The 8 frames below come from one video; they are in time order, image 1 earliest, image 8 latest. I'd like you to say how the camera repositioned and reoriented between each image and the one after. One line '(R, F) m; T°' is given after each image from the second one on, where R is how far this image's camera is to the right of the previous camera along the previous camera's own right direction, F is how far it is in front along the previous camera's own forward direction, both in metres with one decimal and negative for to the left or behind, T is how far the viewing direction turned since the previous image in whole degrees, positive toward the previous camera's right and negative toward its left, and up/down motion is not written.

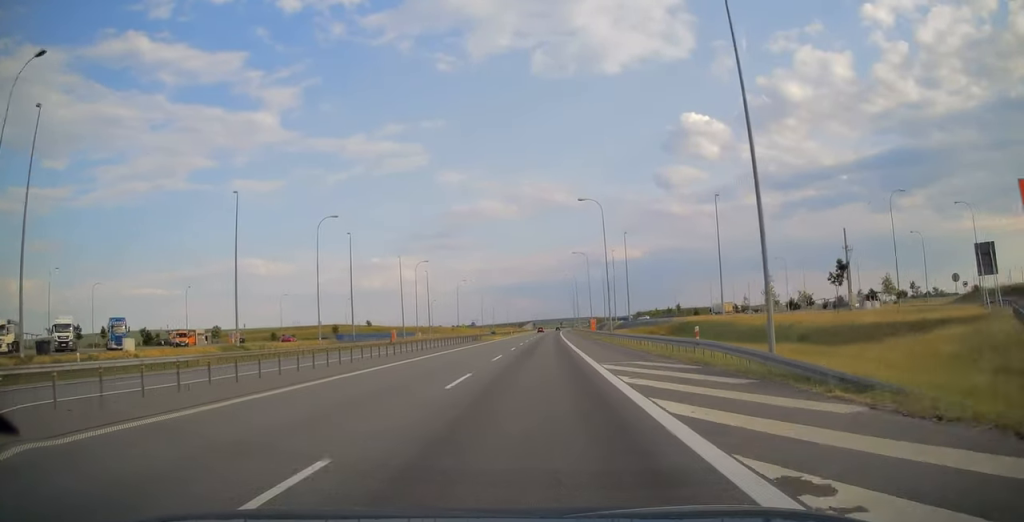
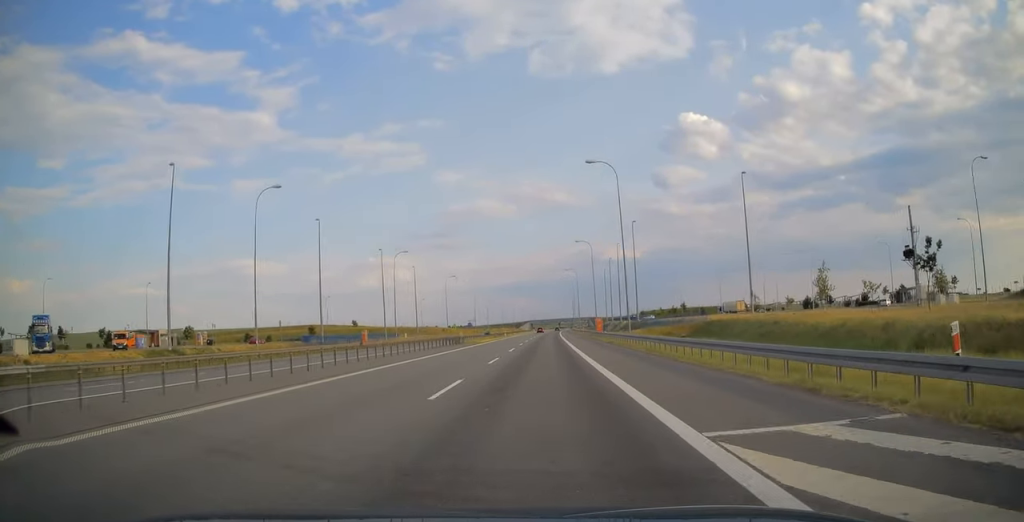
(0.0, +14.2) m; 0°
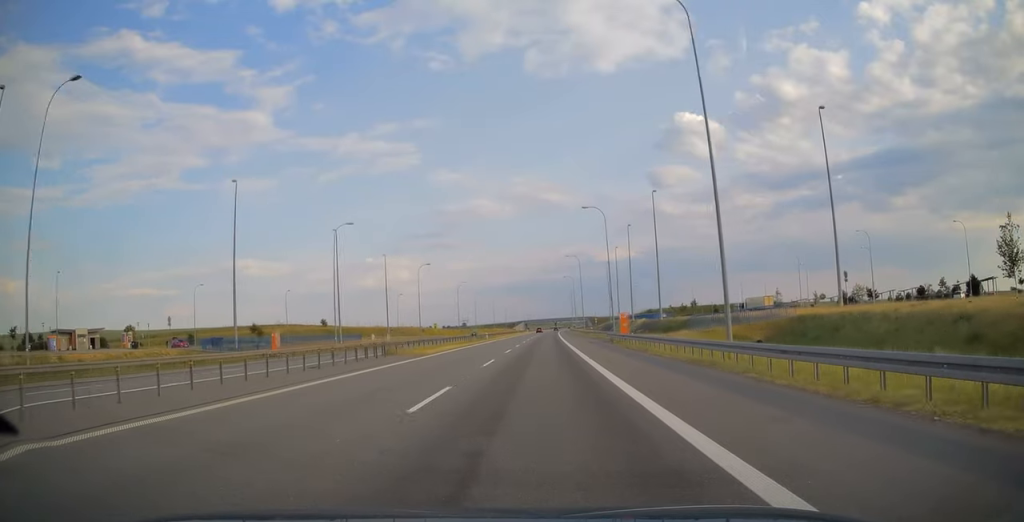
(0.0, +25.6) m; 0°
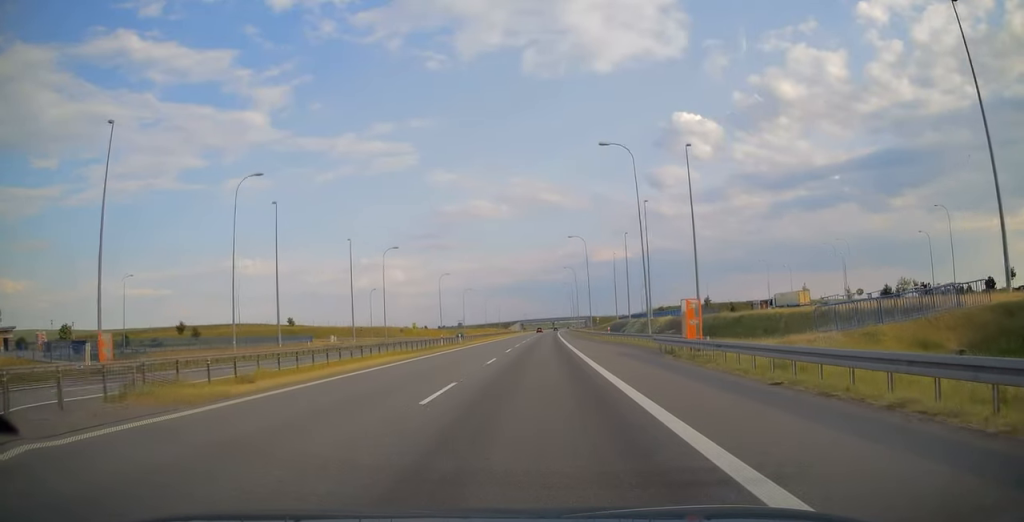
(+0.1, +23.0) m; 0°
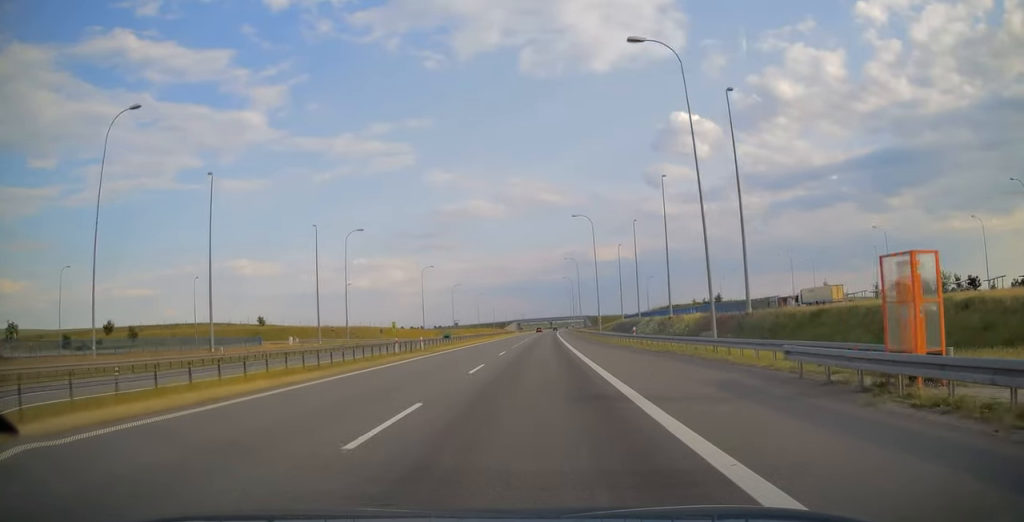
(0.0, +16.4) m; 0°
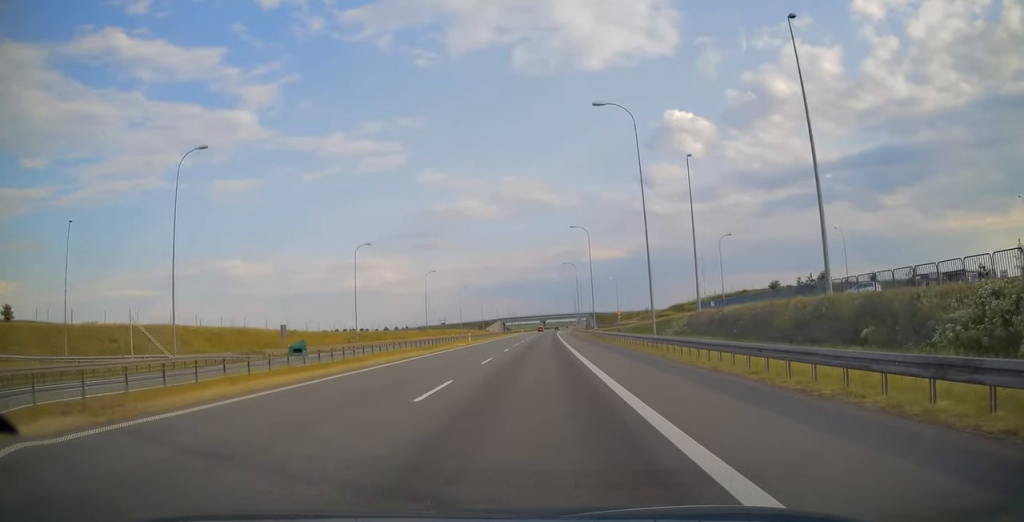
(+0.7, +79.1) m; +1°
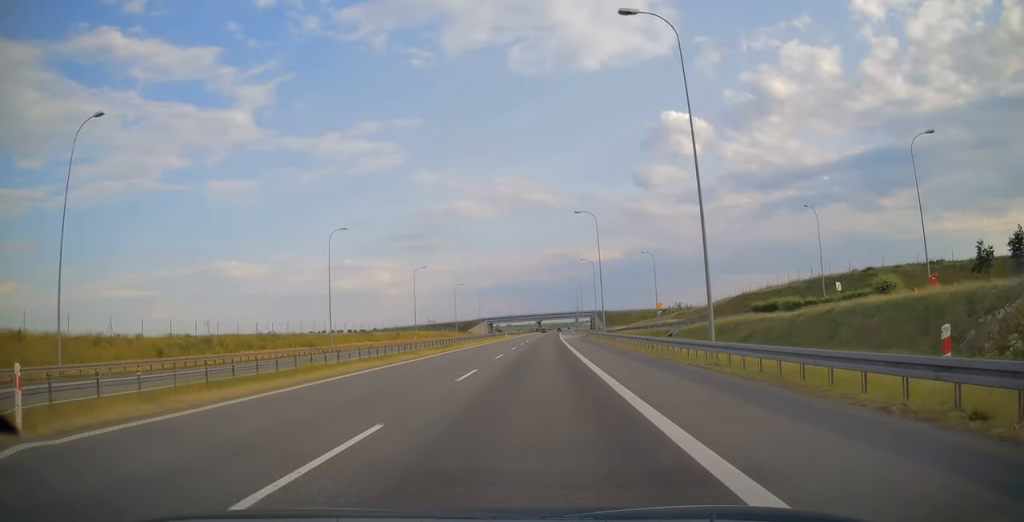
(+0.2, +55.1) m; 0°
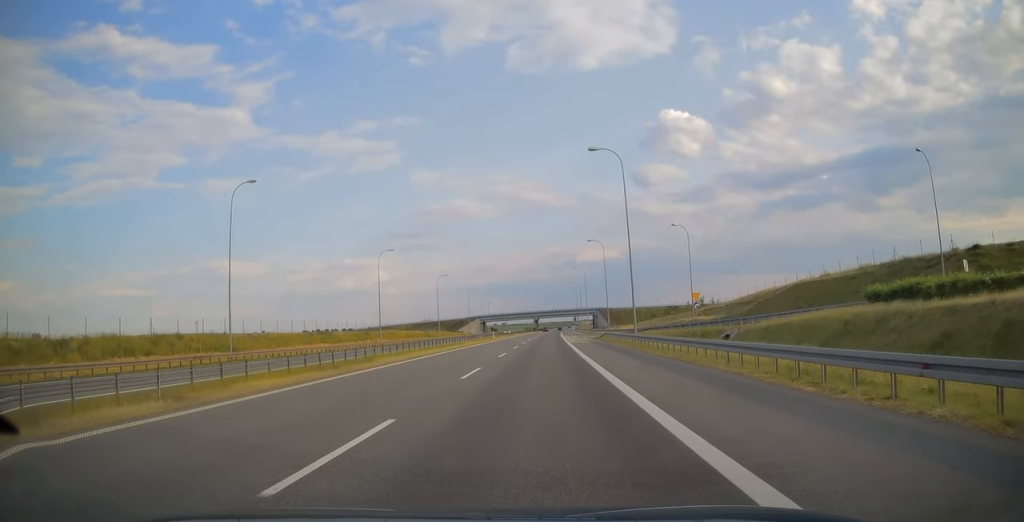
(+0.1, +23.4) m; 0°
